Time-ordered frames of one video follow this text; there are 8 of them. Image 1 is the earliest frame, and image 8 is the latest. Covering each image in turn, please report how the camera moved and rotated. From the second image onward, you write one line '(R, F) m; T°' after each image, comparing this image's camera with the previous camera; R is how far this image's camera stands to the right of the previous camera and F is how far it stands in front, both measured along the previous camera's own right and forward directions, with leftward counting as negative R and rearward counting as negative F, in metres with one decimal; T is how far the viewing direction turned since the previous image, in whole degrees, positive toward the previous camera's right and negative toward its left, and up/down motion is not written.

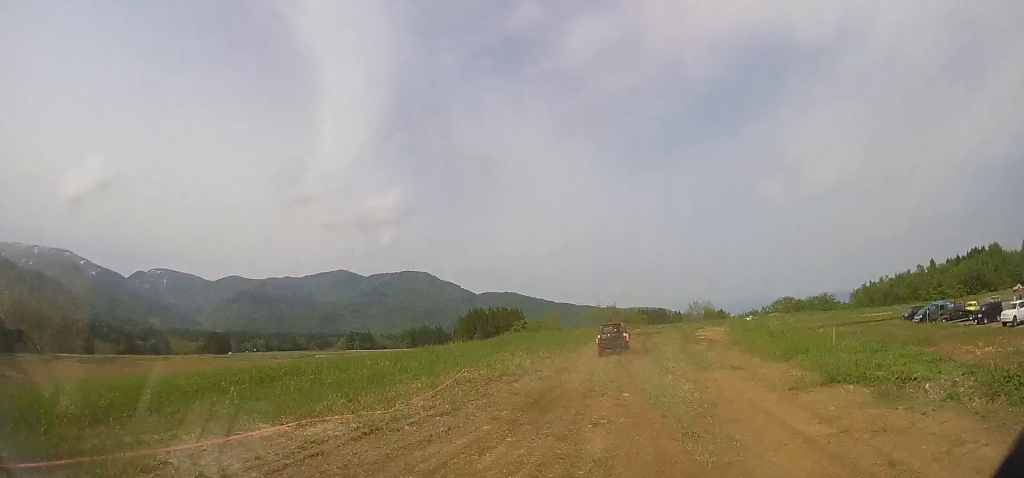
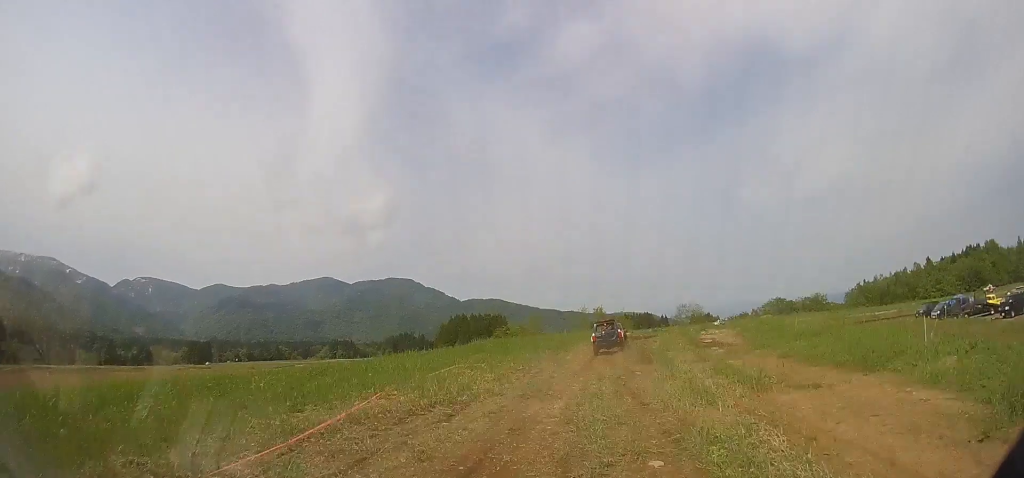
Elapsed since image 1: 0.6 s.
(0.0, +6.9) m; 0°
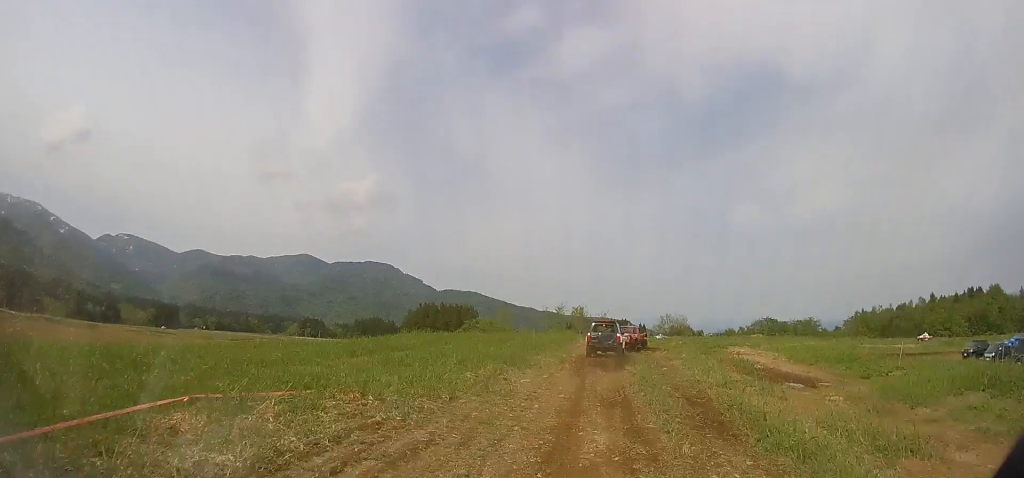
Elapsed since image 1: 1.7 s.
(0.0, +13.6) m; +4°
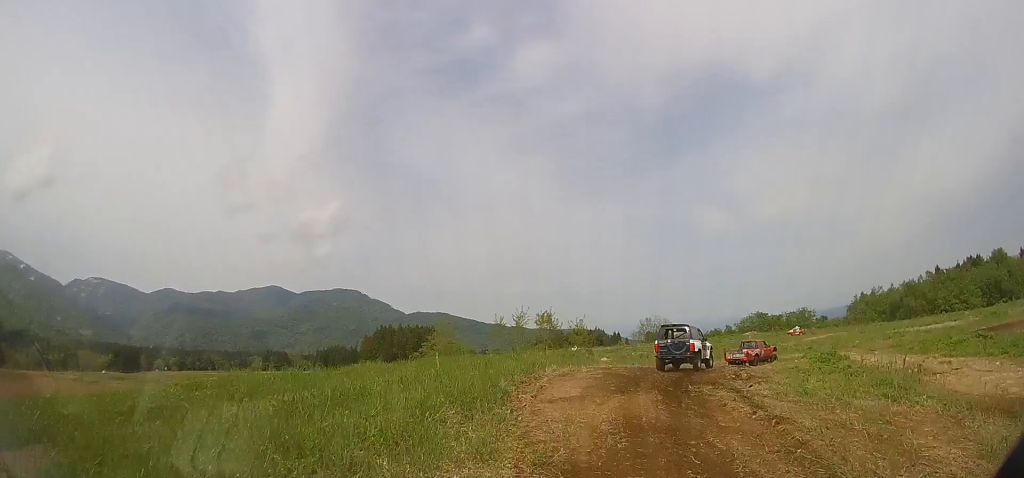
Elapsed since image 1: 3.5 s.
(+2.1, +19.4) m; +9°
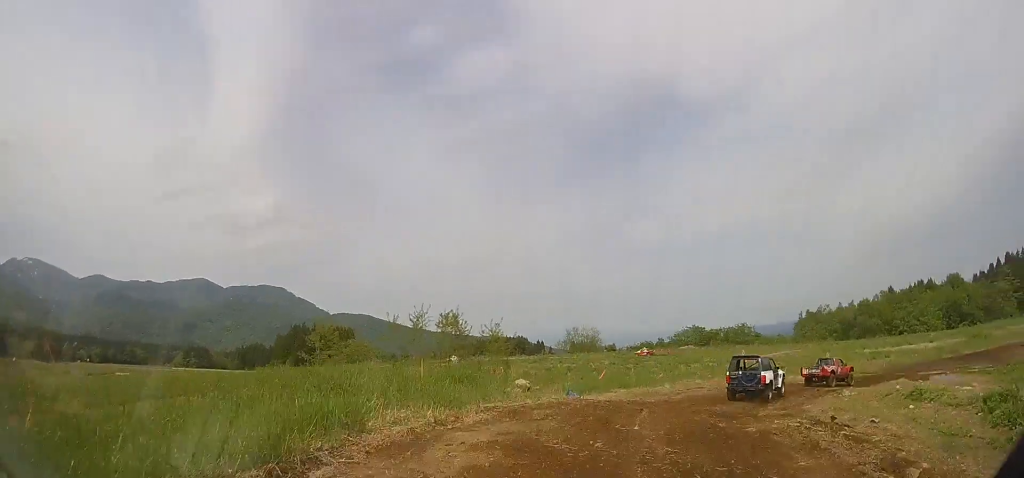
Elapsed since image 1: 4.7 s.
(0.0, +12.0) m; 0°
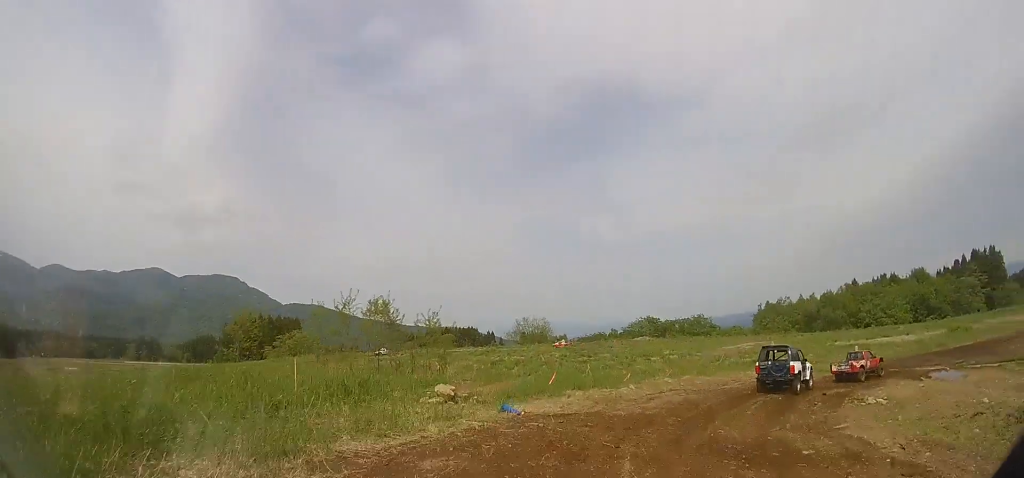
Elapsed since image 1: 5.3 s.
(0.0, +5.5) m; 0°
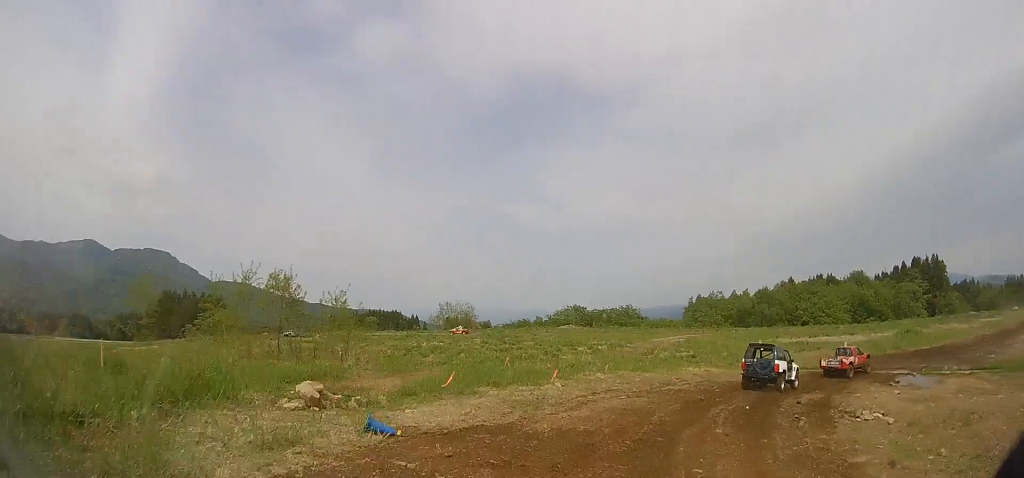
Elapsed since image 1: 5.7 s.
(0.0, +3.8) m; +1°
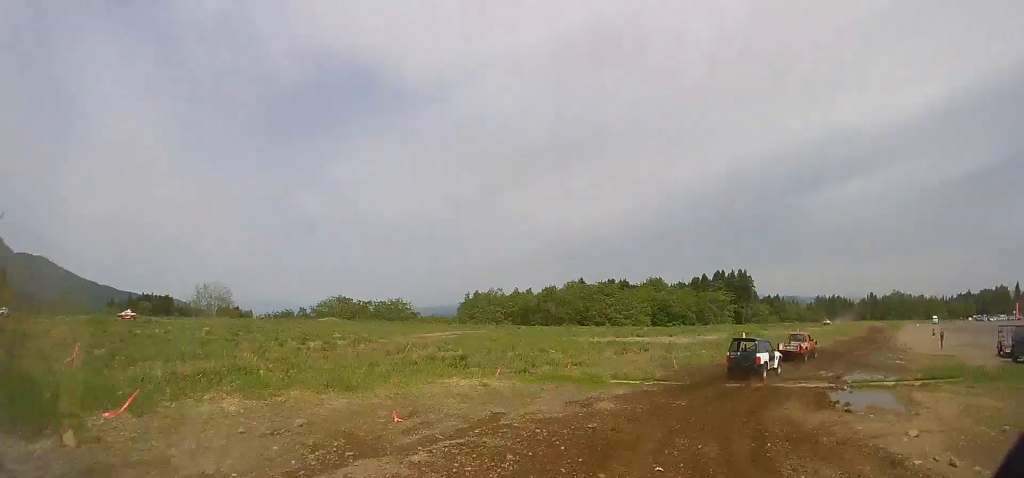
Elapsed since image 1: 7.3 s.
(+2.2, +13.0) m; +37°
